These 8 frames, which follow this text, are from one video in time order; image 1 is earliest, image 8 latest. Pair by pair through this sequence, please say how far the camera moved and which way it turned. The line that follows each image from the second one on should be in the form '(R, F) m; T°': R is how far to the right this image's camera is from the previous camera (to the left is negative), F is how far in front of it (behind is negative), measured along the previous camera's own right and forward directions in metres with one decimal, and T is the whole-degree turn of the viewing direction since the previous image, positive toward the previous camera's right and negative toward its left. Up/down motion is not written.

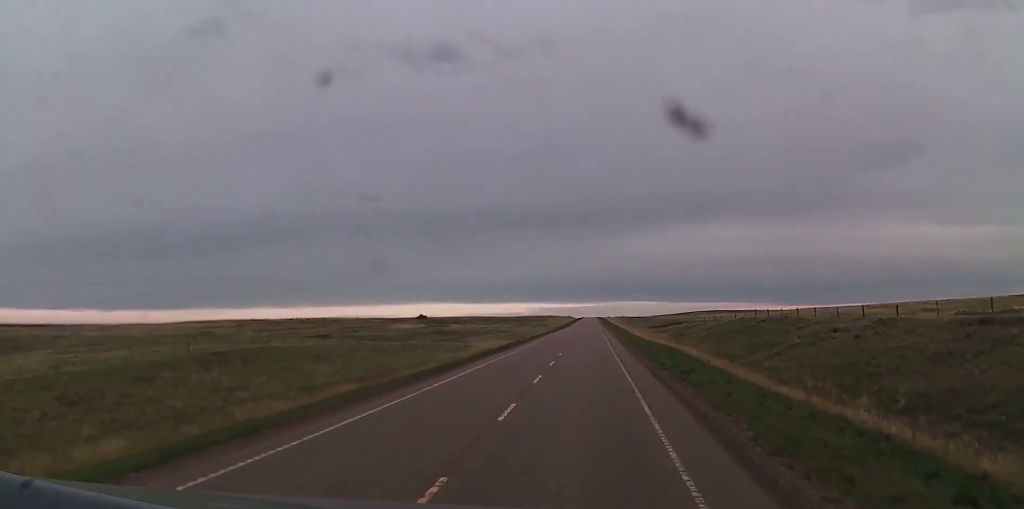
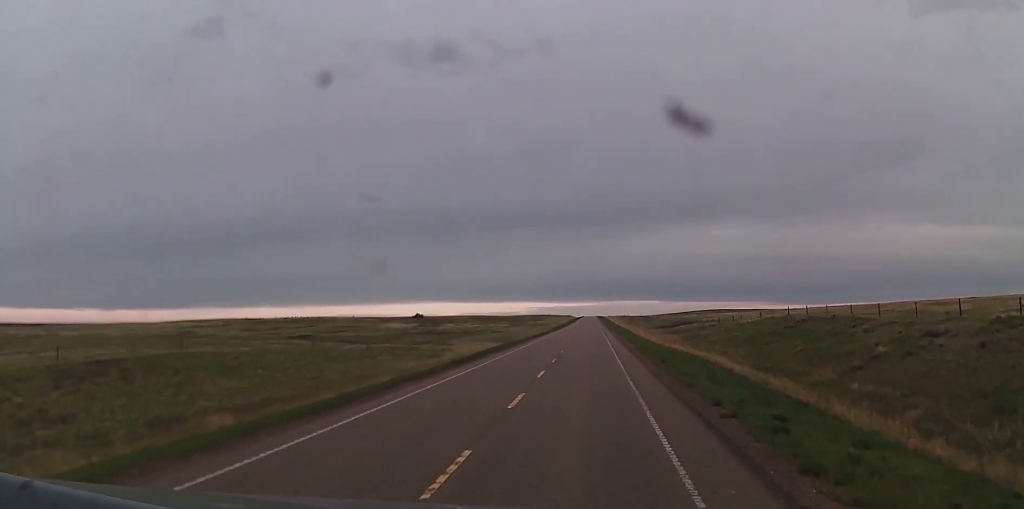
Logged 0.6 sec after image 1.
(+0.1, +16.4) m; 0°
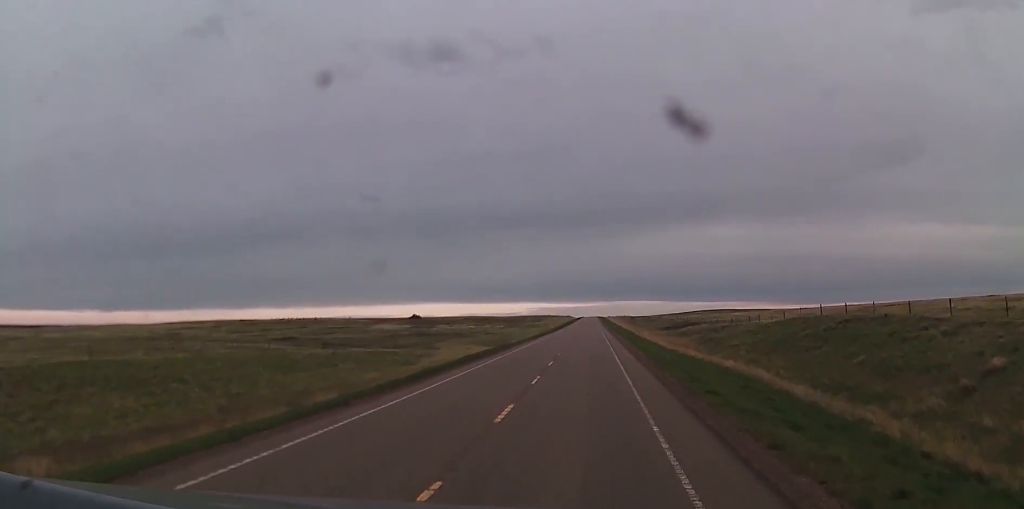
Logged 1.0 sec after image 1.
(-0.1, +11.0) m; 0°
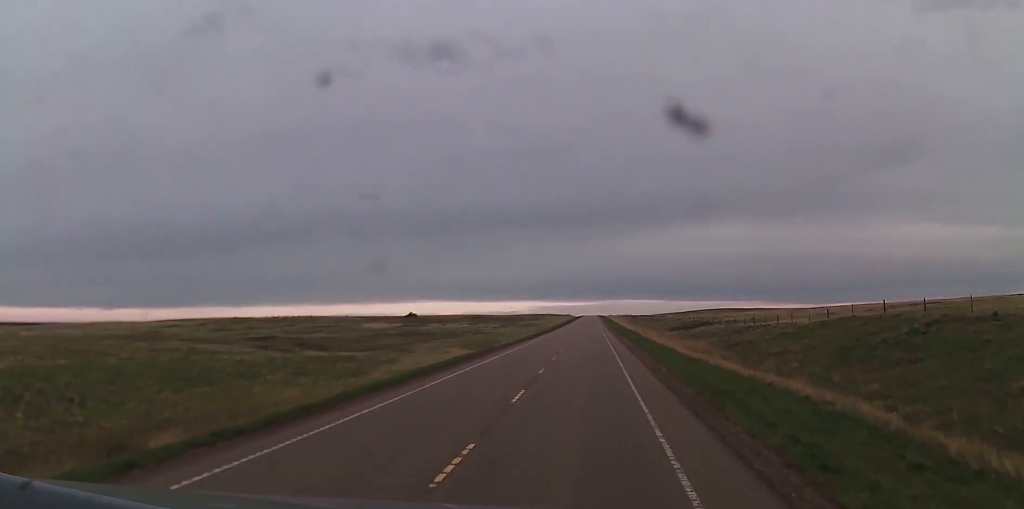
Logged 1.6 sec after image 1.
(-0.2, +15.3) m; 0°
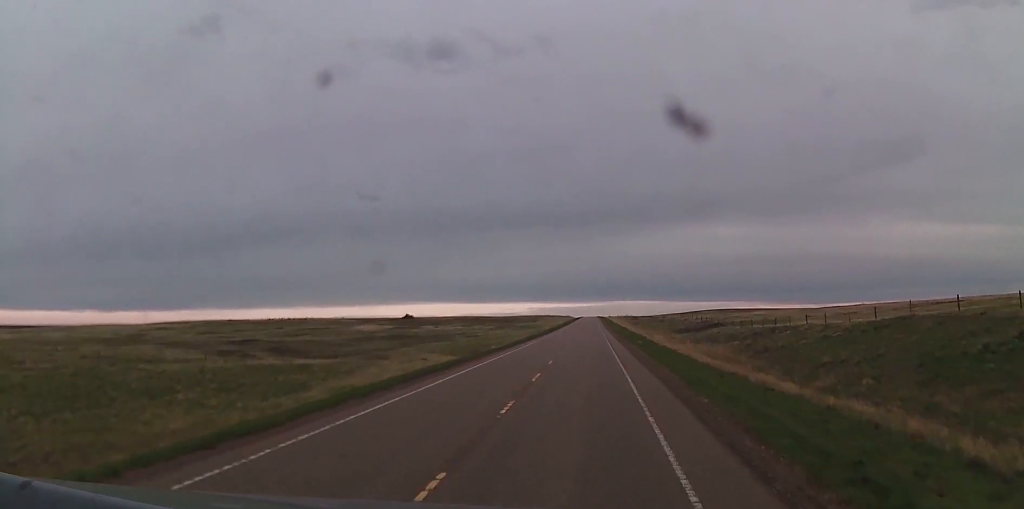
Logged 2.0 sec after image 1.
(+0.1, +11.0) m; 0°
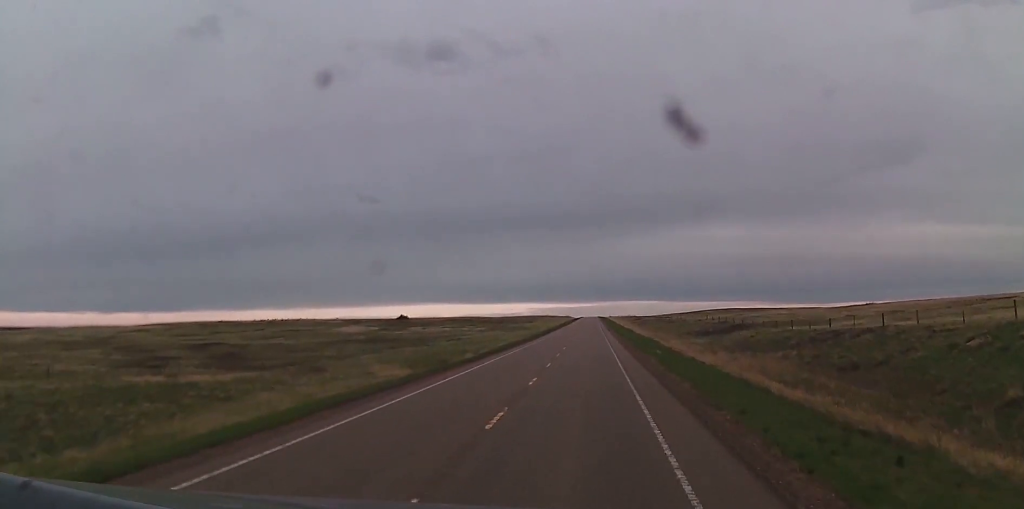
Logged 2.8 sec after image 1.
(+0.1, +19.7) m; 0°
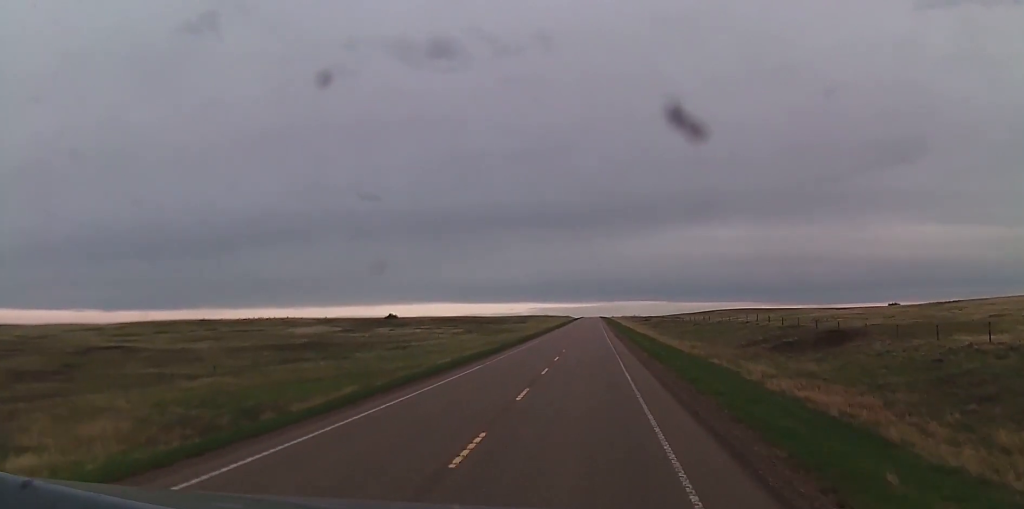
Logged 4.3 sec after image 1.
(0.0, +39.6) m; 0°
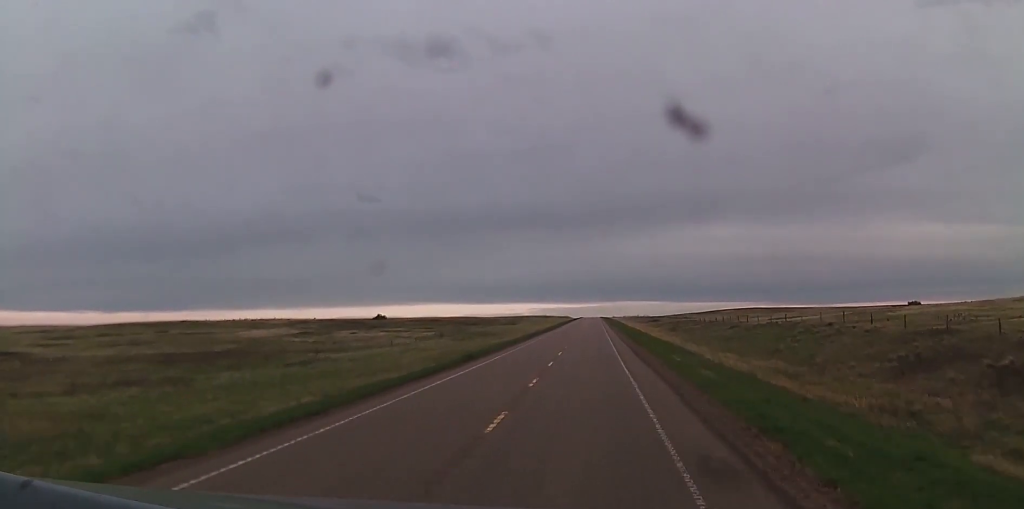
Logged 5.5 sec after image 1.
(0.0, +32.0) m; 0°
